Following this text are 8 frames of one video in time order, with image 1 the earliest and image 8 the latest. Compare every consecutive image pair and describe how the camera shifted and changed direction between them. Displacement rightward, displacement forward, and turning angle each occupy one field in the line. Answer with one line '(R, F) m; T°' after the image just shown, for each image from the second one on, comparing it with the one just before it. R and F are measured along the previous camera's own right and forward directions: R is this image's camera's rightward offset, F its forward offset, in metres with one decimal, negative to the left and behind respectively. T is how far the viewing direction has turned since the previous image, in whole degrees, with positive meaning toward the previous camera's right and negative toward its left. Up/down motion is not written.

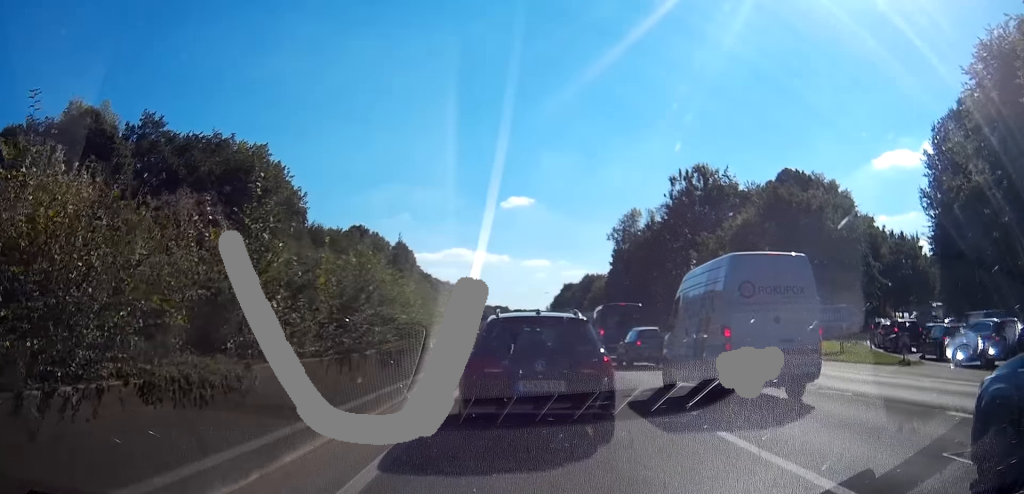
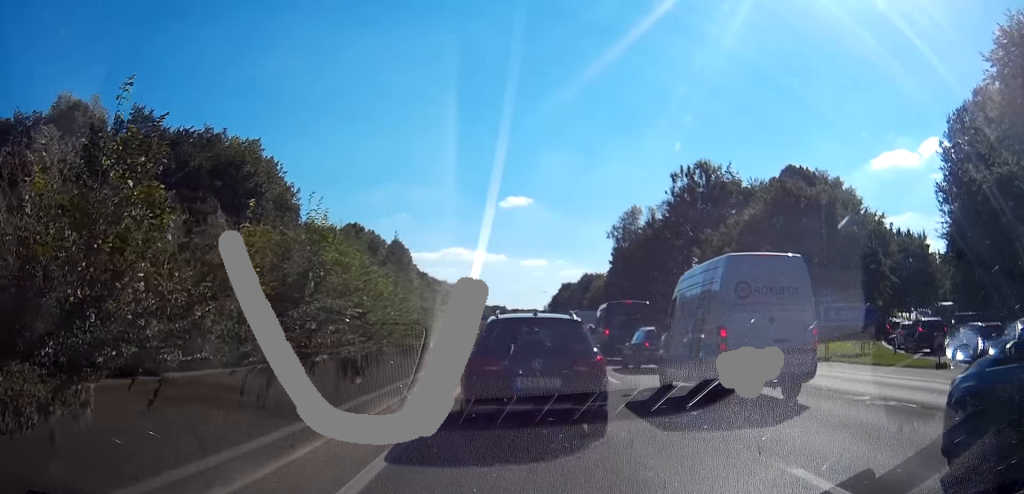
(+0.2, +2.9) m; +4°
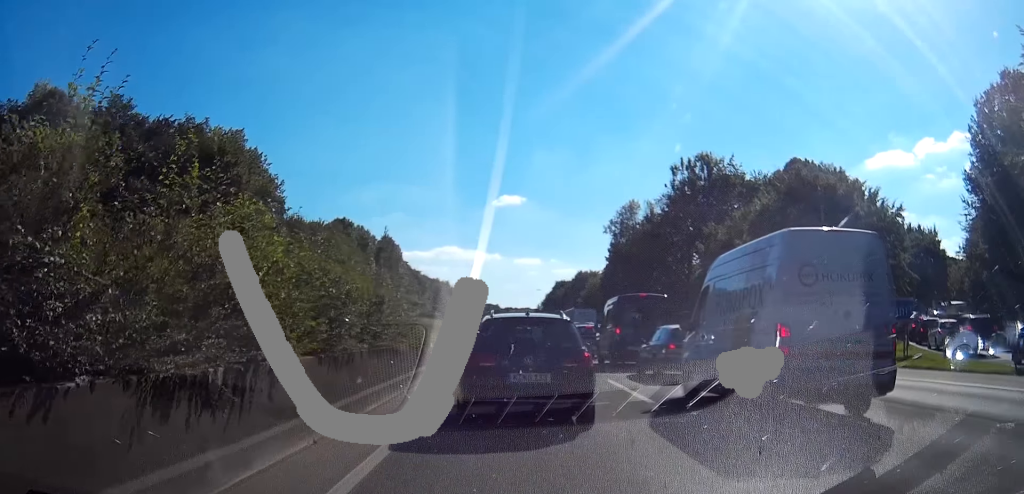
(+0.1, +4.9) m; -1°
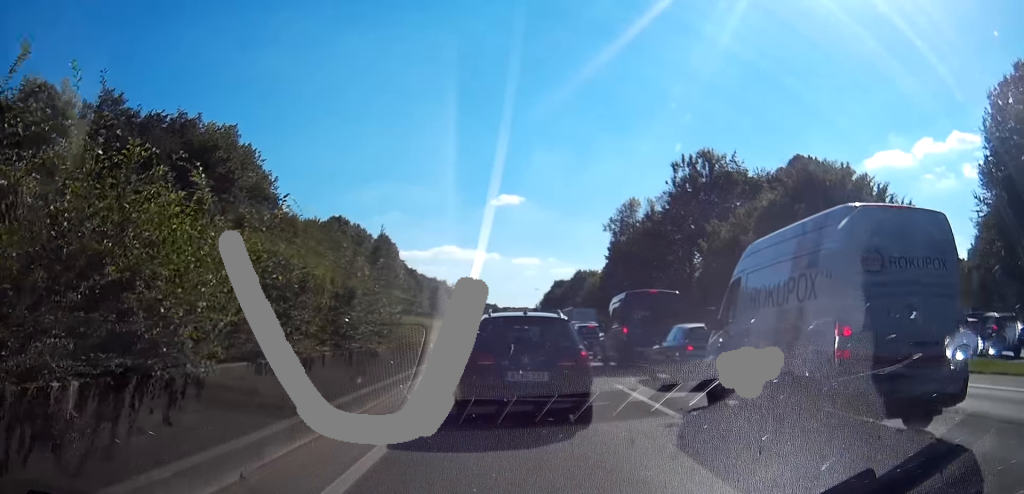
(-0.1, +1.8) m; +1°
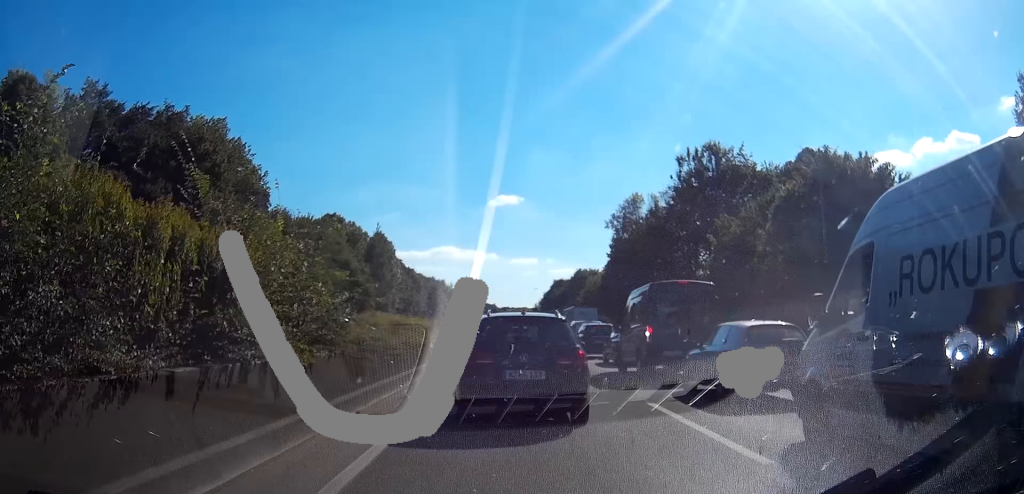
(+0.1, +3.7) m; -1°
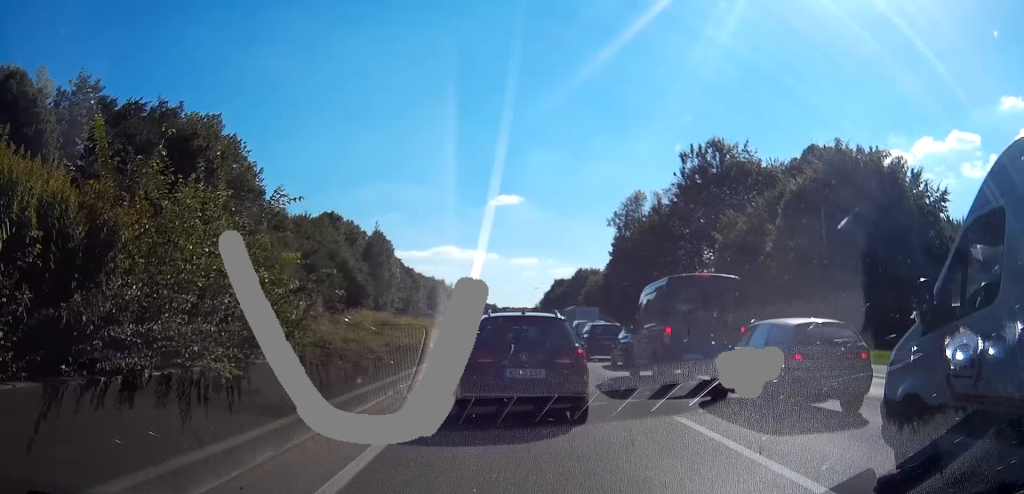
(-0.1, +1.9) m; -4°
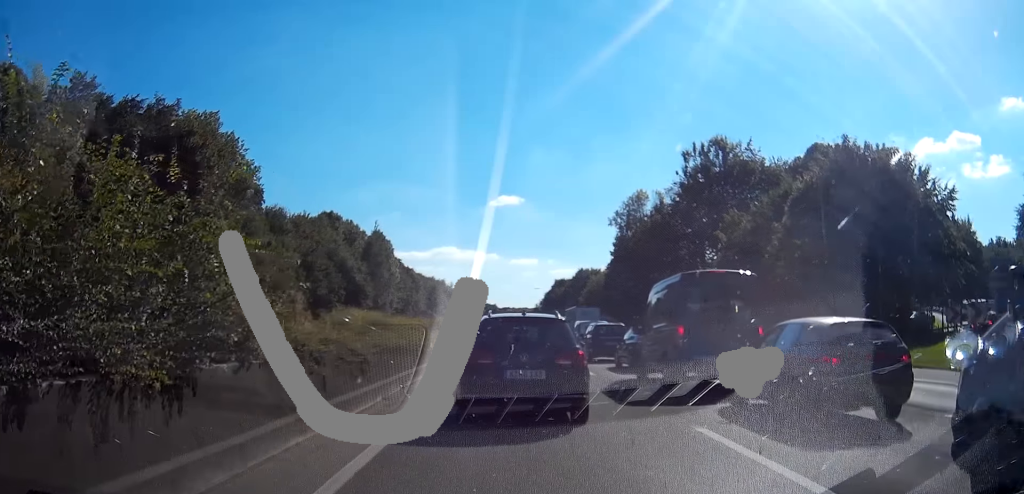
(0.0, +1.1) m; -1°
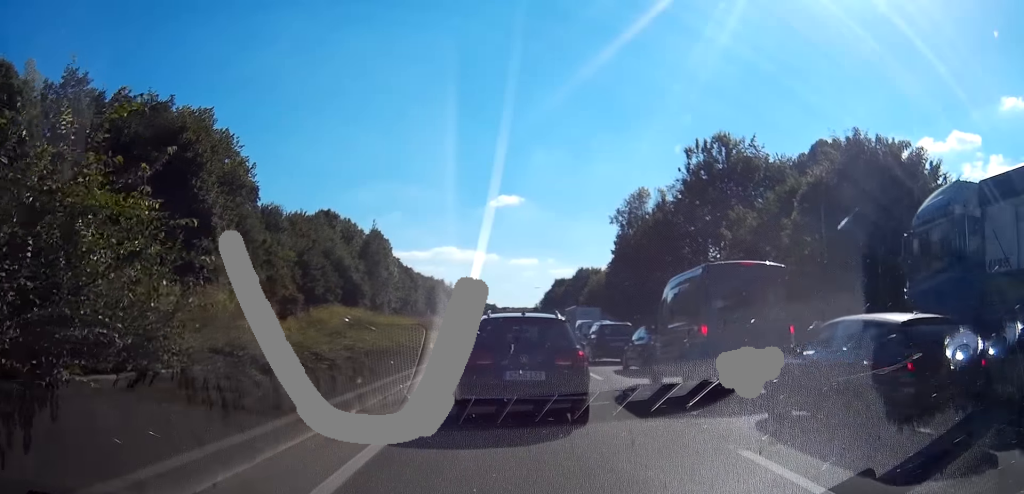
(0.0, +1.8) m; -2°
